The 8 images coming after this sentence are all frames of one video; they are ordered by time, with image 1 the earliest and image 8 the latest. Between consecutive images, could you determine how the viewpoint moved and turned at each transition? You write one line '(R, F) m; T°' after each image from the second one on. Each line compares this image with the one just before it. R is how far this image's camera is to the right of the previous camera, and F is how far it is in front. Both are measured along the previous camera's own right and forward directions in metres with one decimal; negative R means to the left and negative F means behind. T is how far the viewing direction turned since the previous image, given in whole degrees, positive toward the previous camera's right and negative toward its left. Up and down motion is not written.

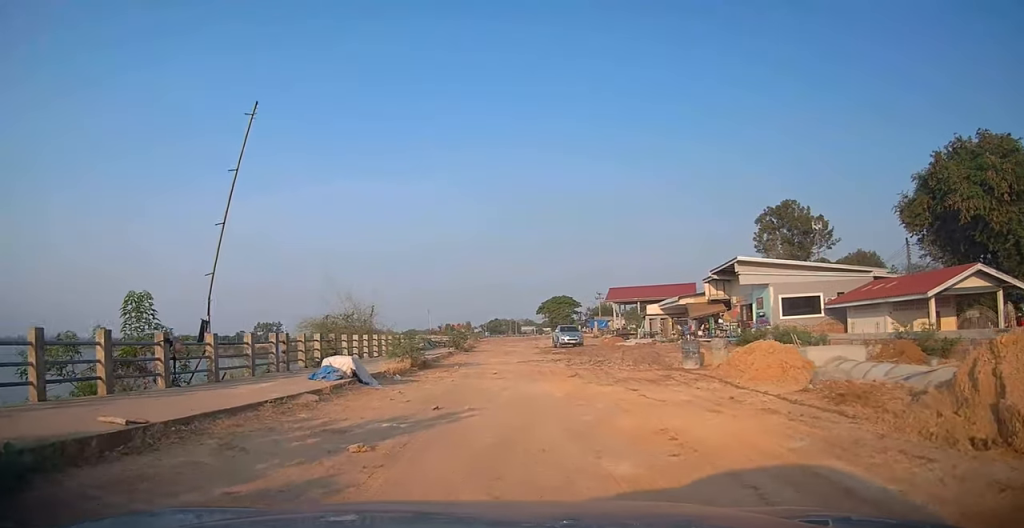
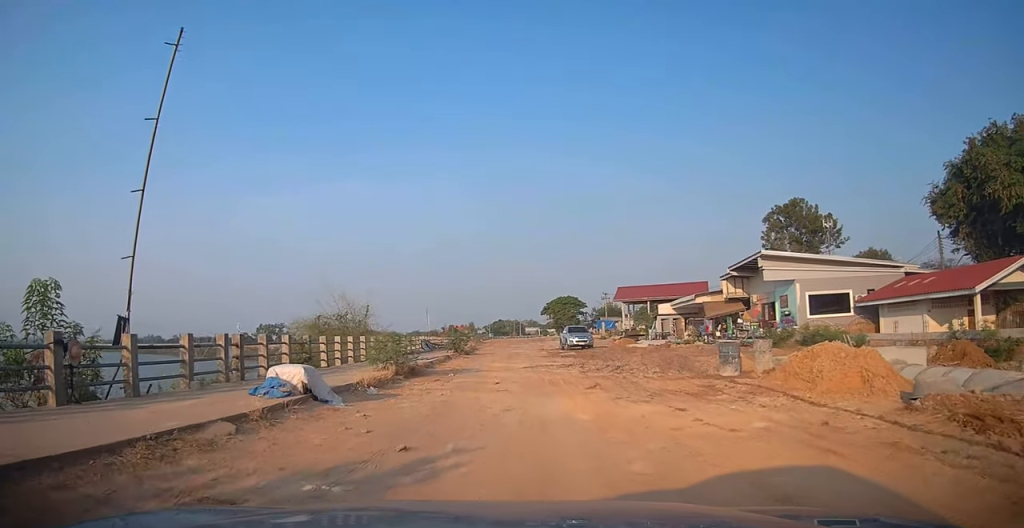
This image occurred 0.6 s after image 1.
(-0.1, +3.2) m; -2°
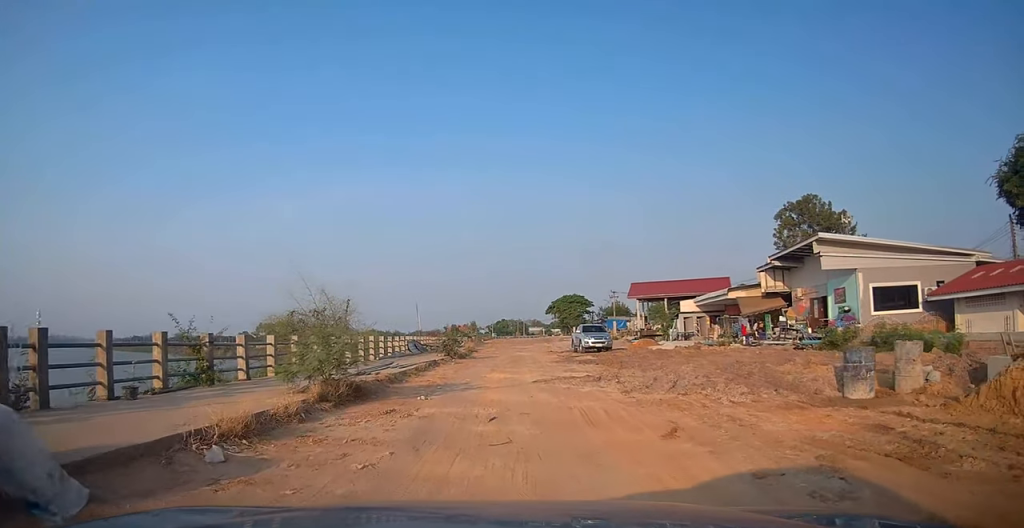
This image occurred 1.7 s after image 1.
(-0.1, +6.3) m; -1°
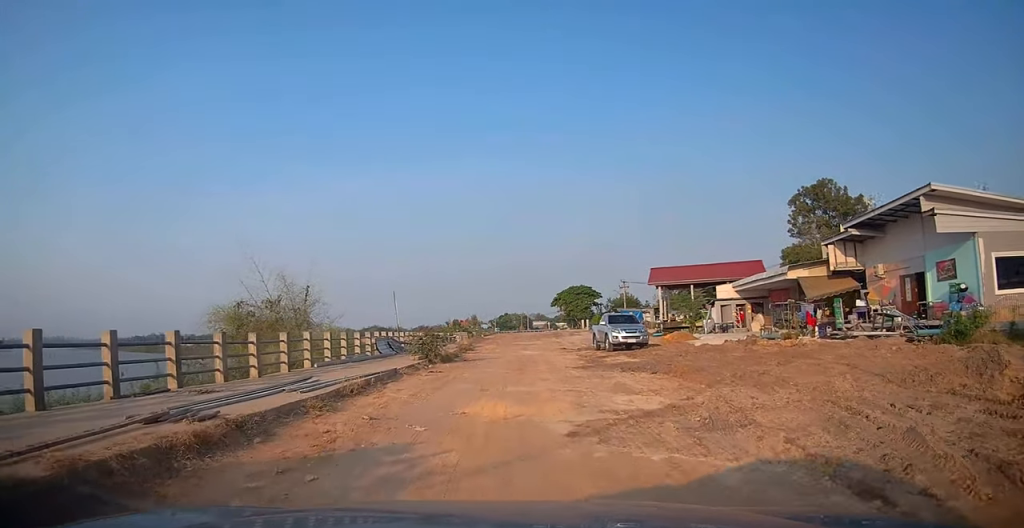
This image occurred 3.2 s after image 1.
(+0.1, +8.2) m; 0°
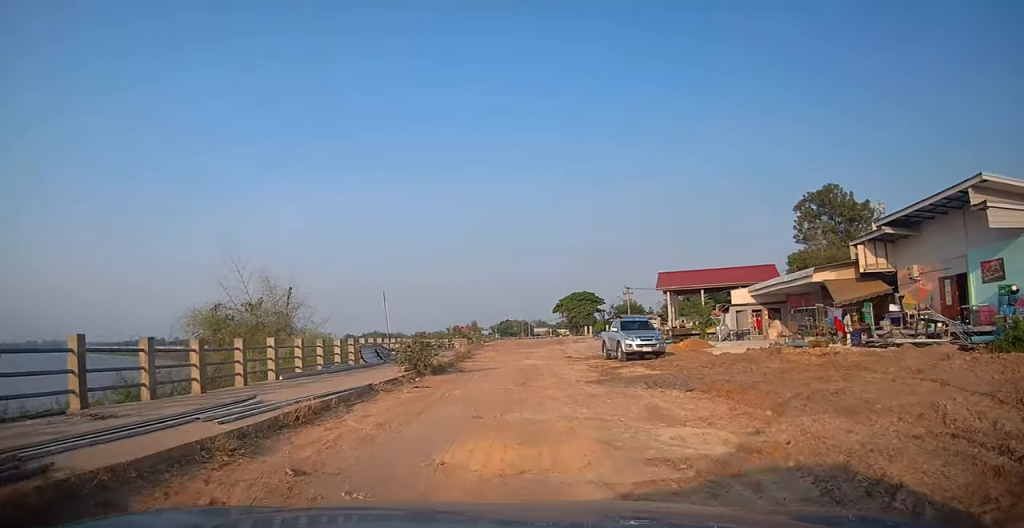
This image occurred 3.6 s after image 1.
(0.0, +2.6) m; 0°
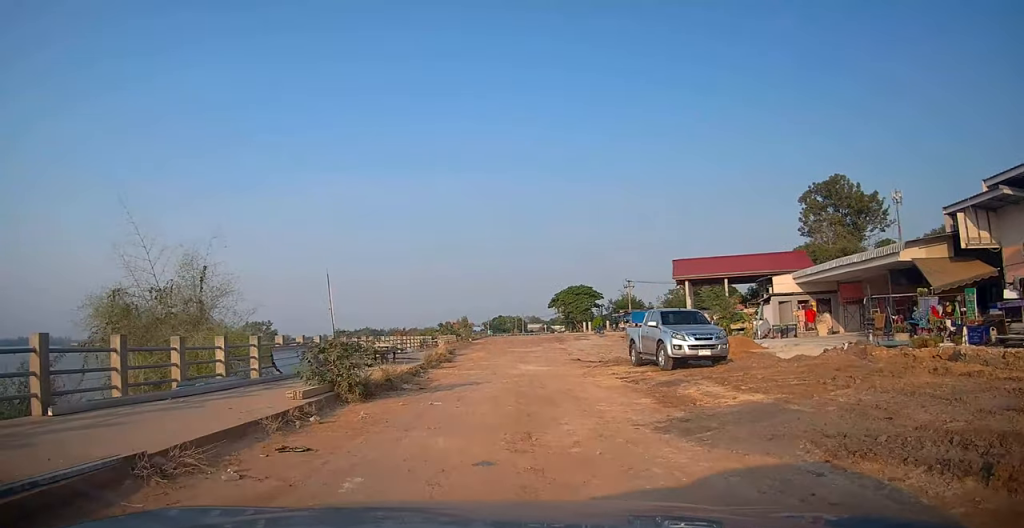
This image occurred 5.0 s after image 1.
(0.0, +7.4) m; +1°
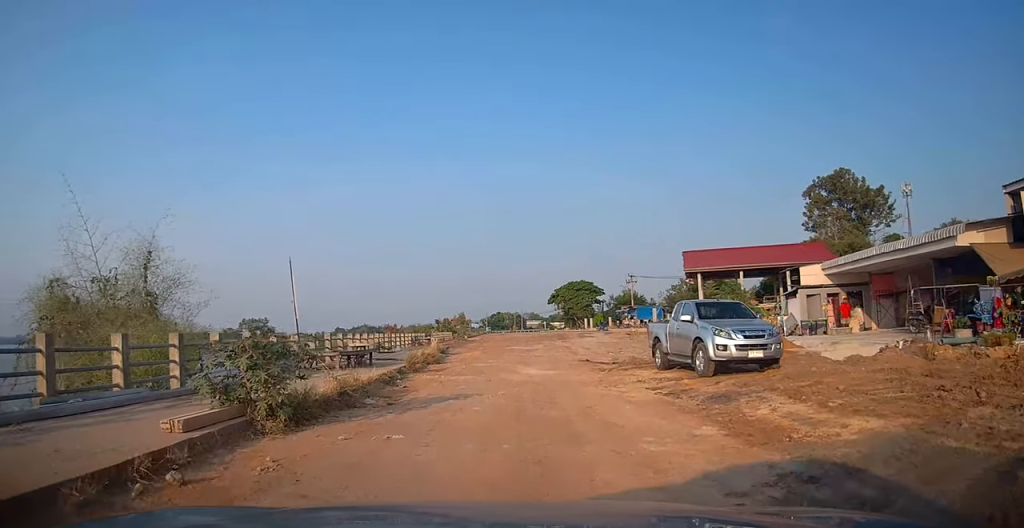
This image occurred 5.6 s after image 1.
(+0.1, +3.3) m; 0°
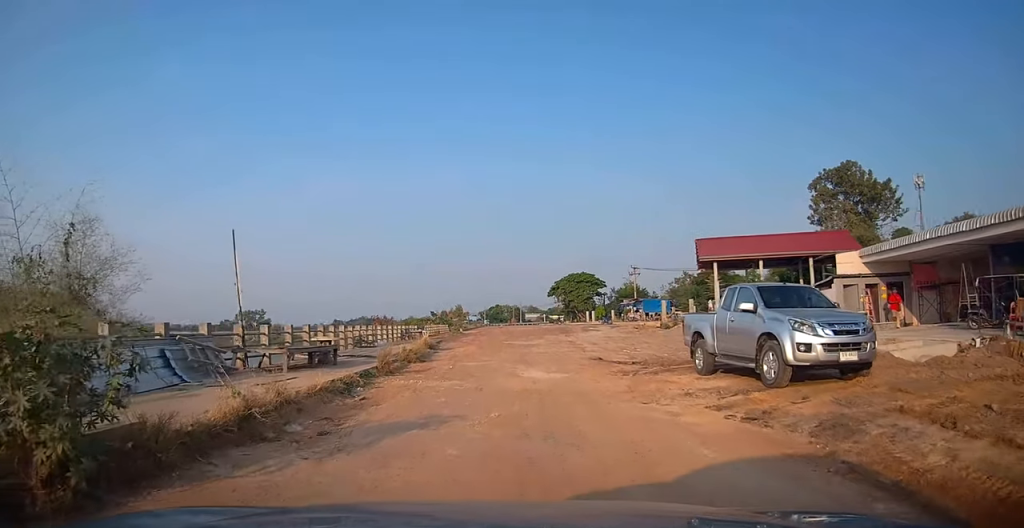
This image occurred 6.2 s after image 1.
(-0.1, +3.5) m; -1°
